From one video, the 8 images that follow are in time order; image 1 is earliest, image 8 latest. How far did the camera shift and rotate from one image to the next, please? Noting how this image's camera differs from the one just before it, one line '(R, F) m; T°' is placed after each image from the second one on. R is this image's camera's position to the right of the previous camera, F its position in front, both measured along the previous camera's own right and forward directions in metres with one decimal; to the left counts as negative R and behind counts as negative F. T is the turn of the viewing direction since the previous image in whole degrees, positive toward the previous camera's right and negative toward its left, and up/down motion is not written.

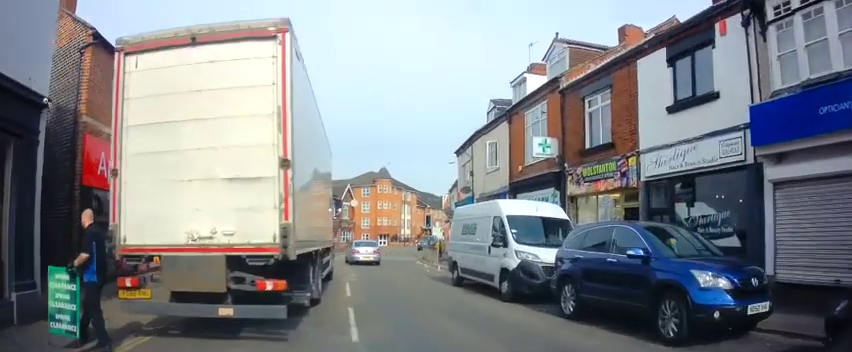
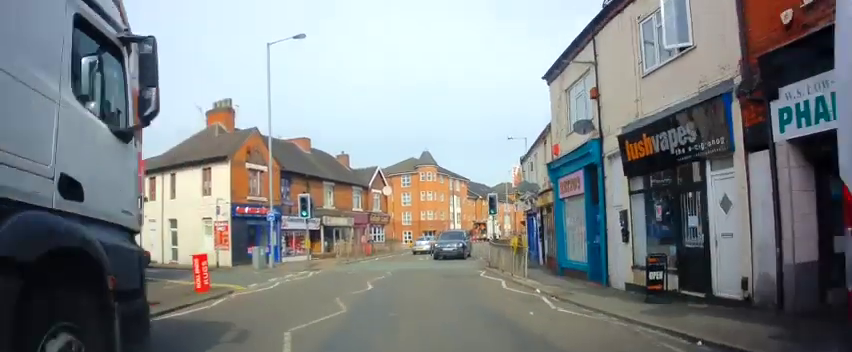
(+0.7, +13.5) m; -1°
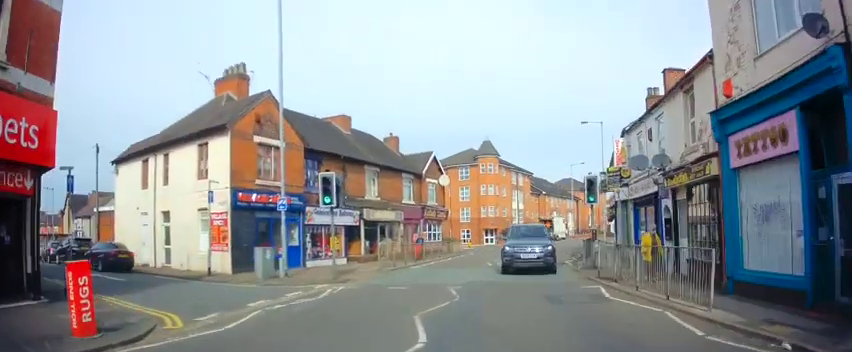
(-0.6, +6.7) m; -8°
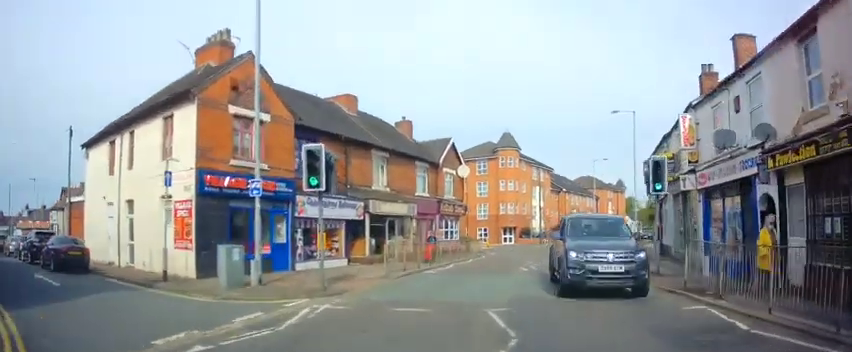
(-0.2, +4.0) m; -2°
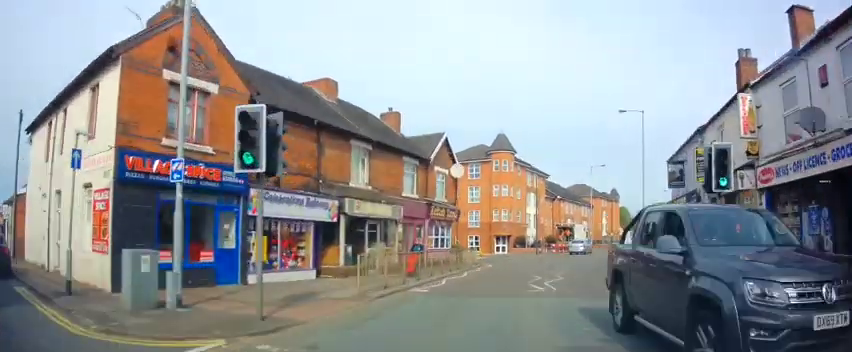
(0.0, +3.7) m; +1°
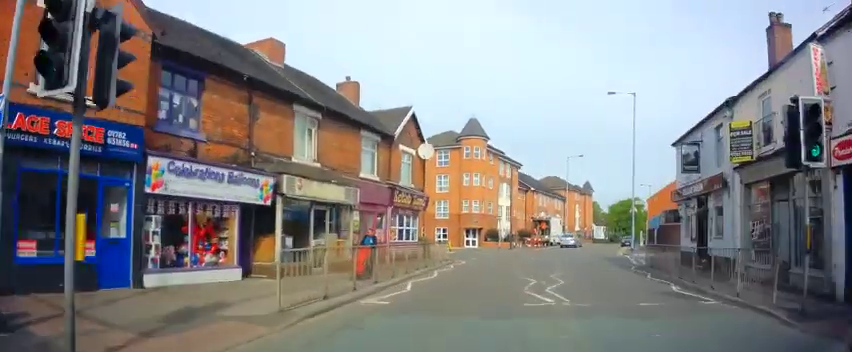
(-0.1, +3.9) m; +3°
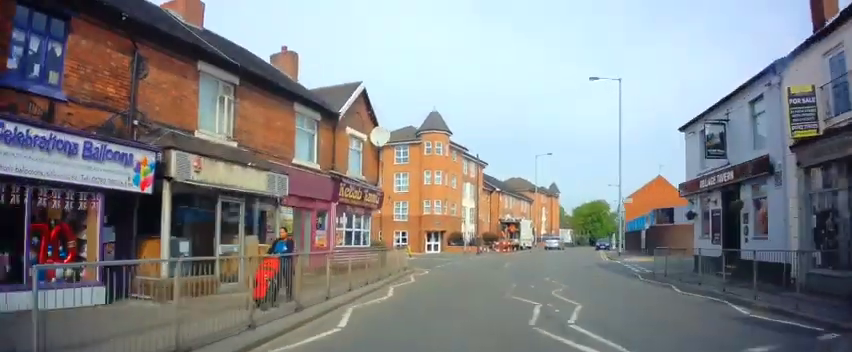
(+0.1, +4.3) m; +4°
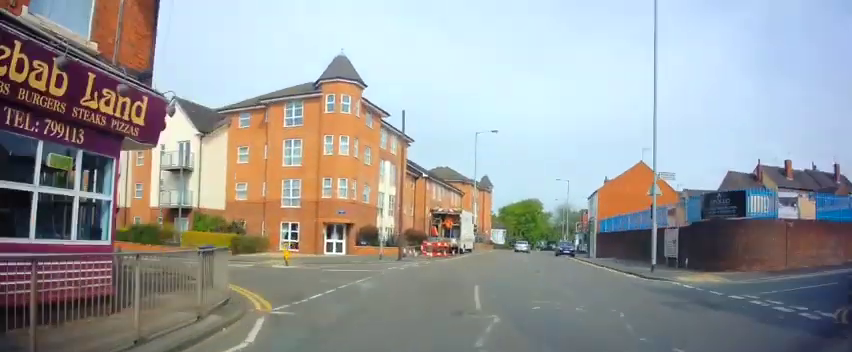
(+1.1, +13.8) m; +10°
